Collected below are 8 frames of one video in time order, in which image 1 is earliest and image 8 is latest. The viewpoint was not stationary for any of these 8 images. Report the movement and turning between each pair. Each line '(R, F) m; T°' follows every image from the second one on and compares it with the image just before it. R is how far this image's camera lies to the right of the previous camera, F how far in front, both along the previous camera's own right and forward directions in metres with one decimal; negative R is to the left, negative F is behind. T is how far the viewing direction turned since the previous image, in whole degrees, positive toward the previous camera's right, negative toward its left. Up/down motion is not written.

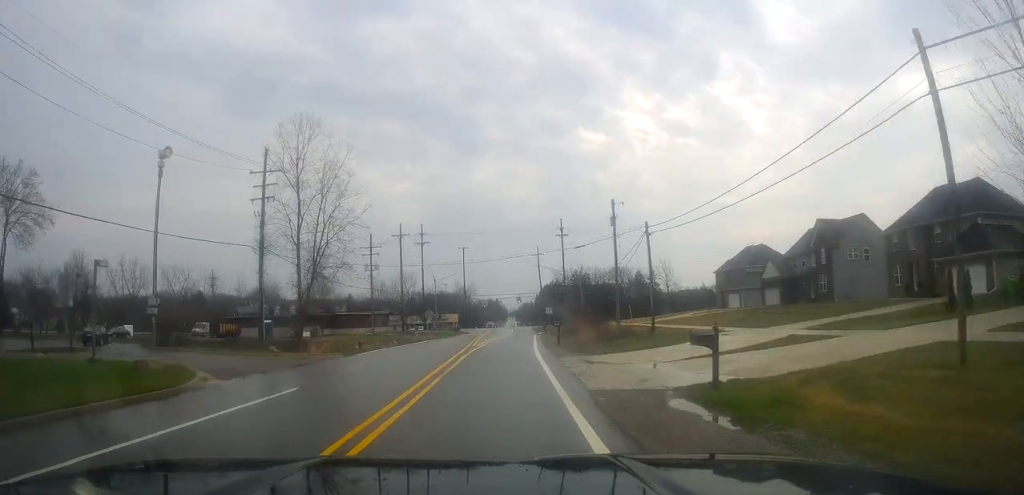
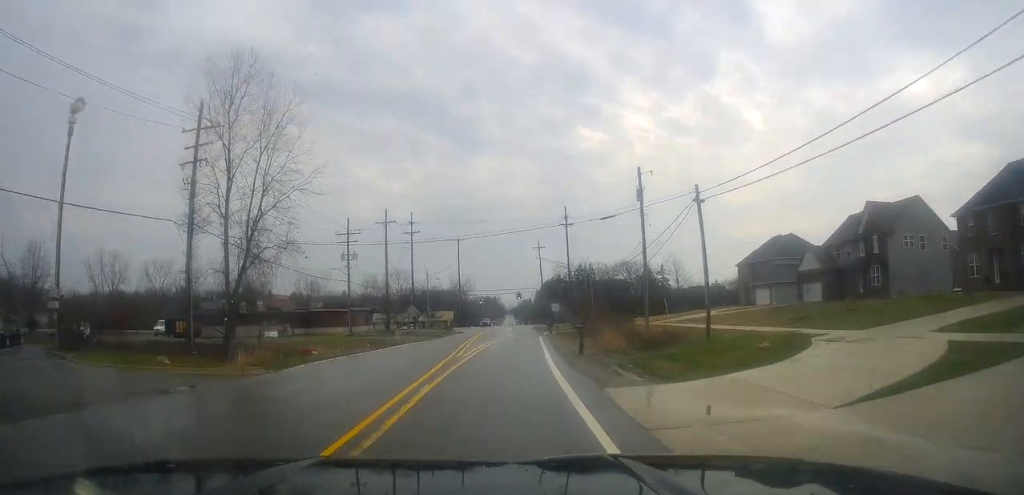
(+0.2, +10.9) m; +1°
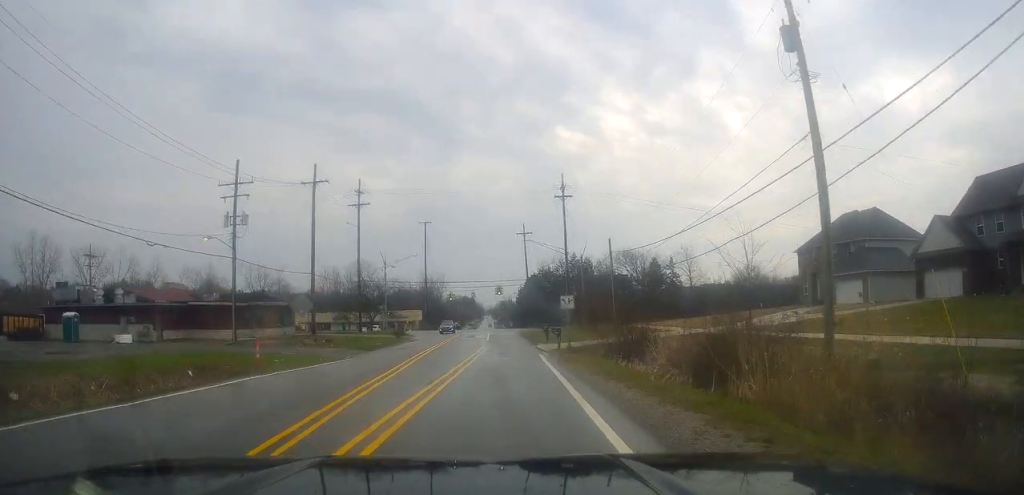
(-0.7, +25.9) m; -2°
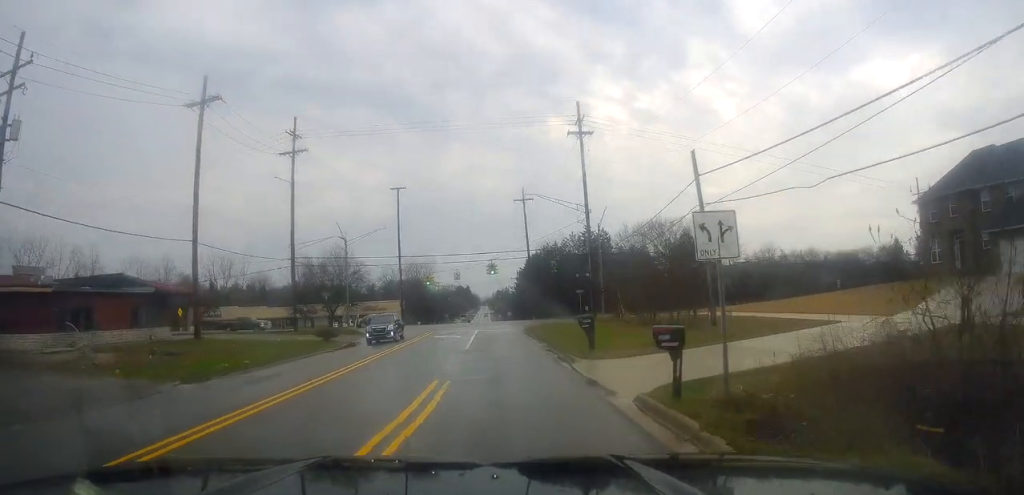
(+0.6, +23.9) m; +2°
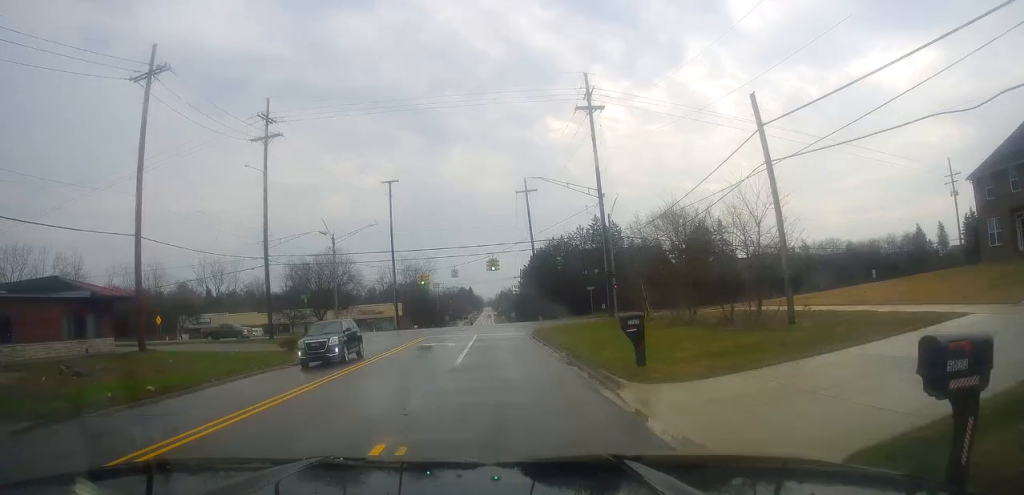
(0.0, +7.0) m; 0°
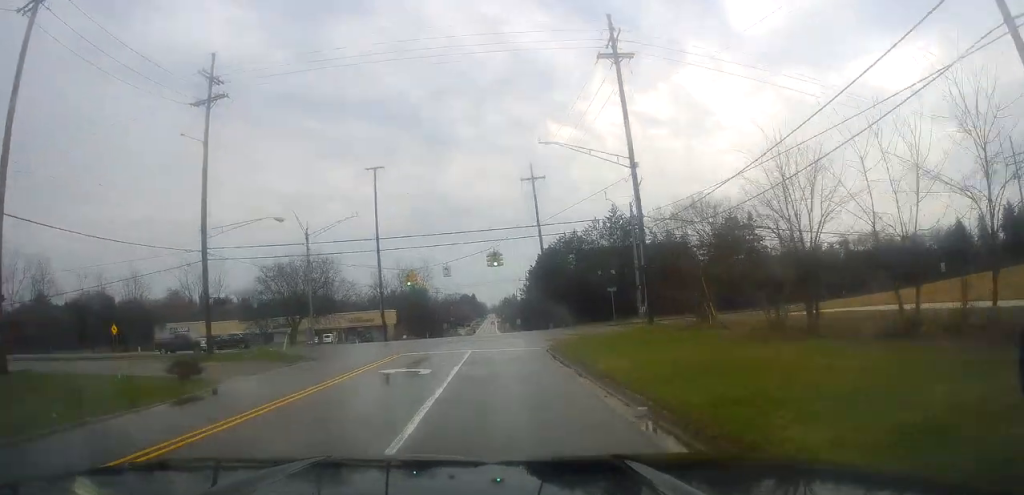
(0.0, +11.3) m; -1°
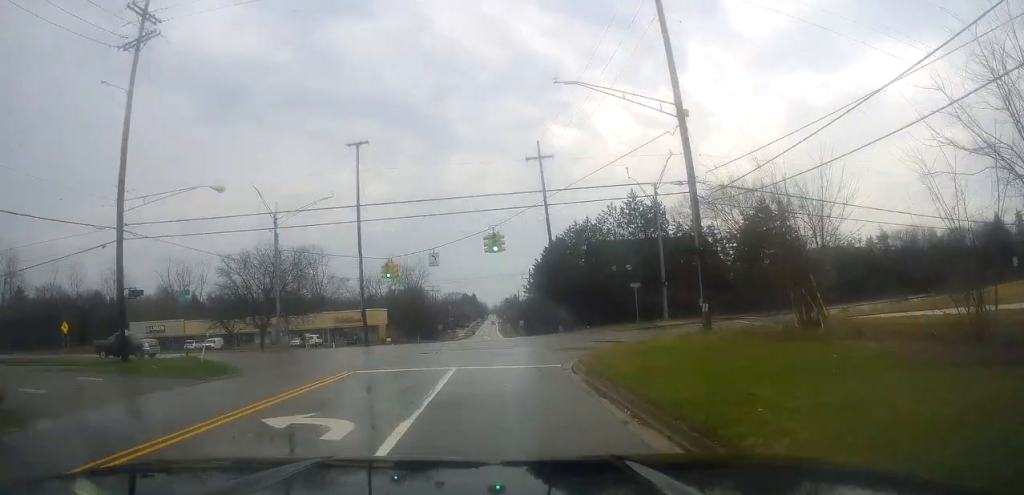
(-0.1, +9.8) m; -1°
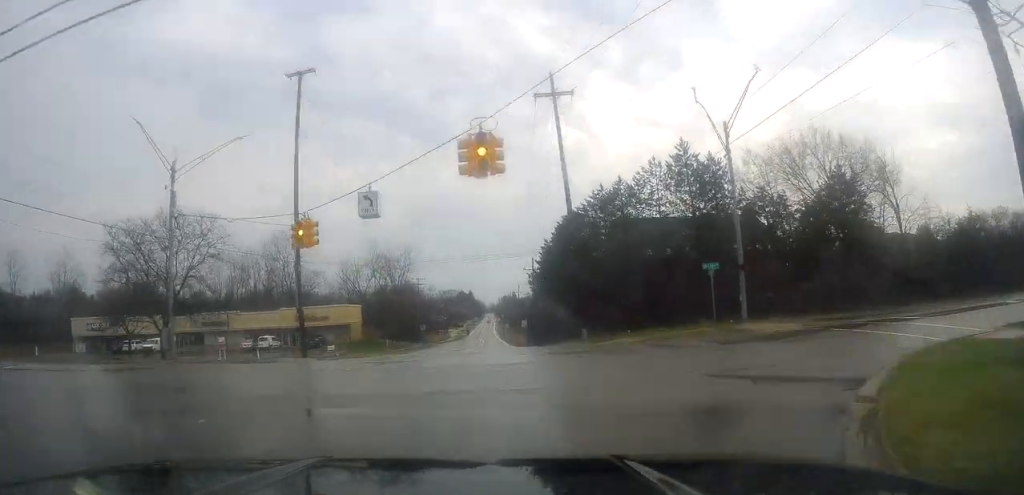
(-0.5, +18.3) m; -1°
